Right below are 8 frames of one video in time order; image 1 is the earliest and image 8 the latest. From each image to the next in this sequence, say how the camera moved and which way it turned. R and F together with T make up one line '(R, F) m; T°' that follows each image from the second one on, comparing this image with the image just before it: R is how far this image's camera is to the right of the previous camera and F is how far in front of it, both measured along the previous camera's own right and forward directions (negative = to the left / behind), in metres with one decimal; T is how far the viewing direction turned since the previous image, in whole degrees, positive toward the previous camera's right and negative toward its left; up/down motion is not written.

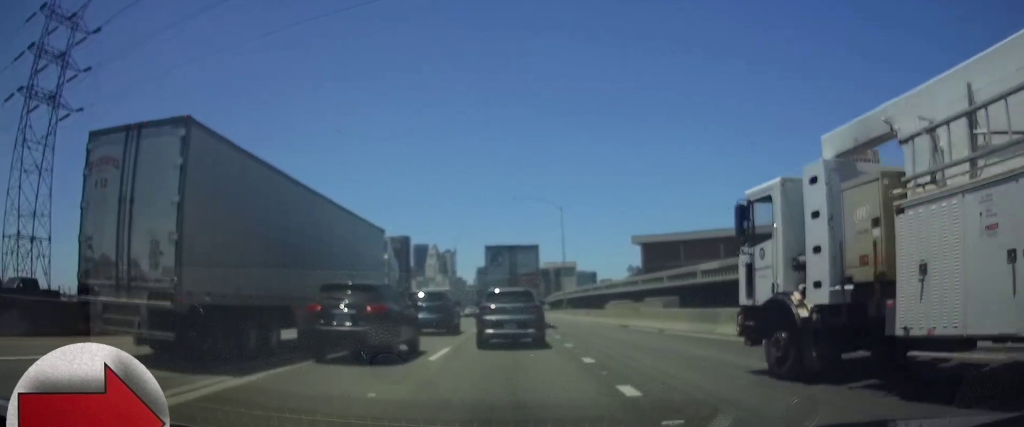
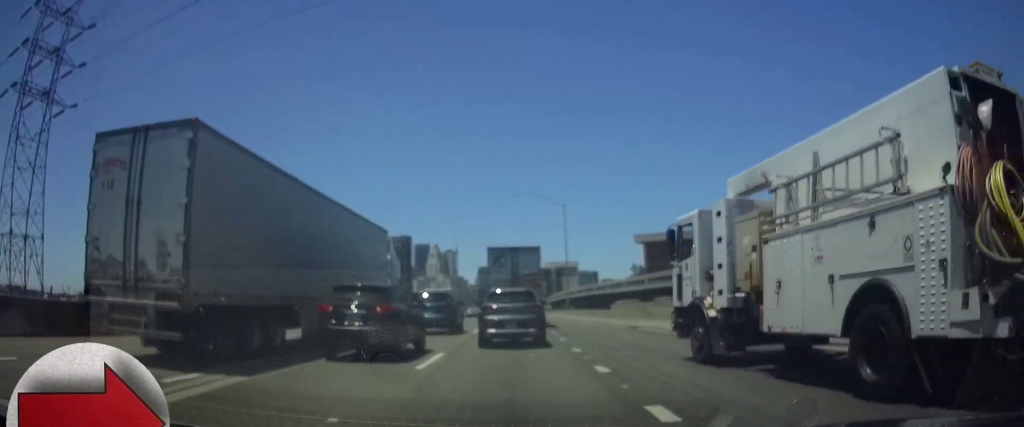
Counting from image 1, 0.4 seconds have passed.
(+0.1, +2.0) m; 0°
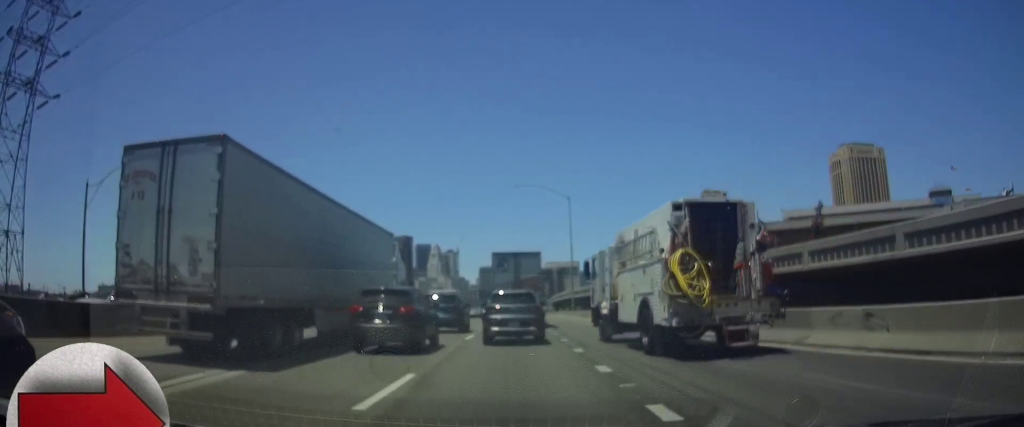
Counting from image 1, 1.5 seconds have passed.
(0.0, +5.2) m; -1°
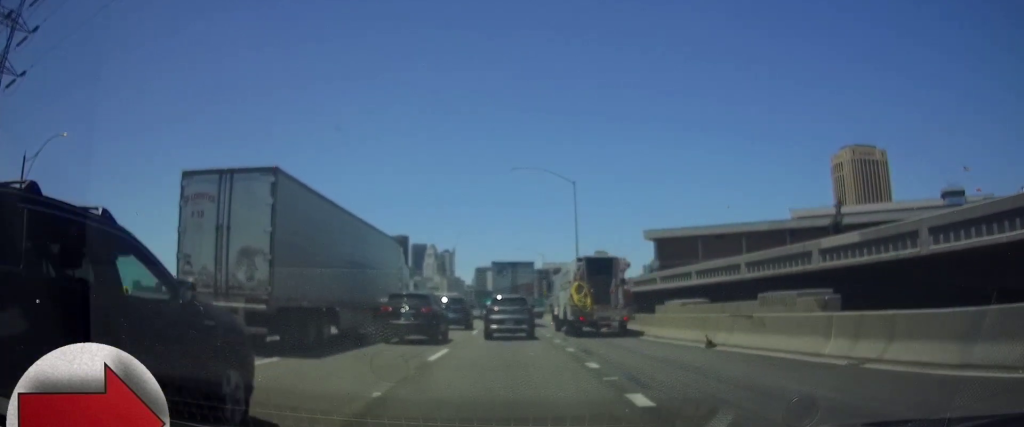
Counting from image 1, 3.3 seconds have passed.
(+0.3, +8.6) m; +5°
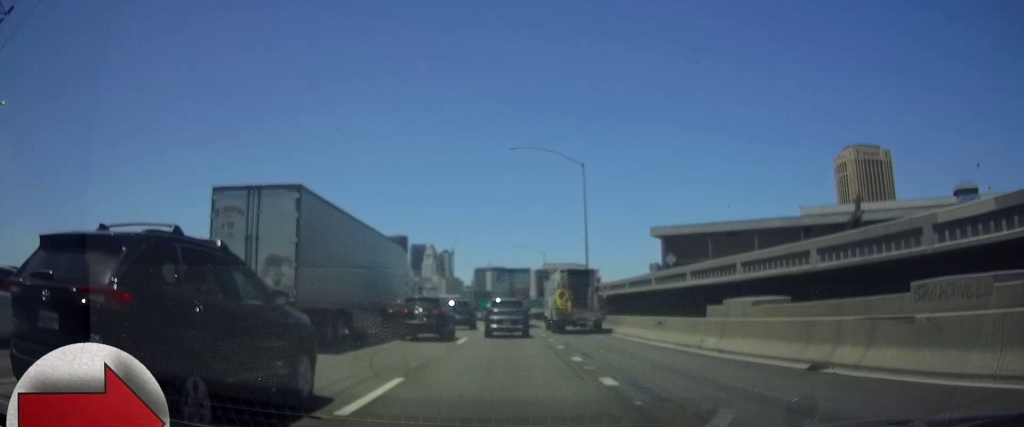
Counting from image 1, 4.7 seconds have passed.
(-0.1, +6.9) m; -2°
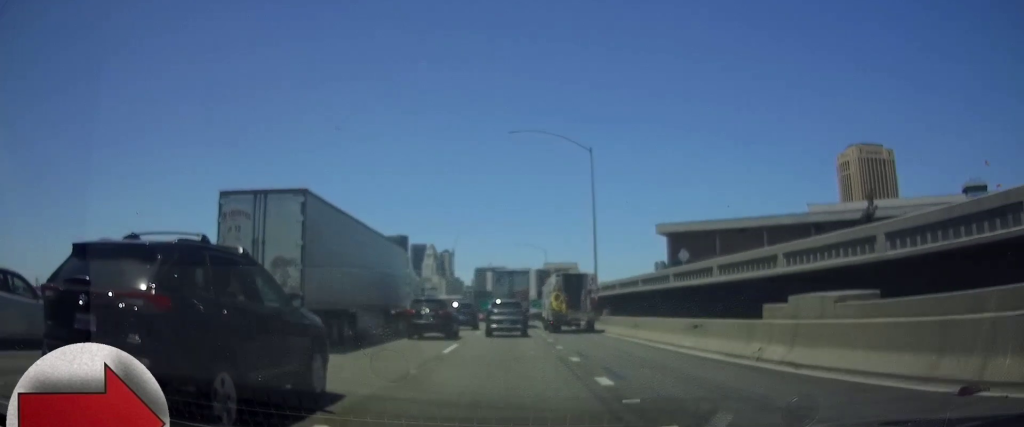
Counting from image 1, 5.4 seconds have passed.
(0.0, +4.2) m; 0°
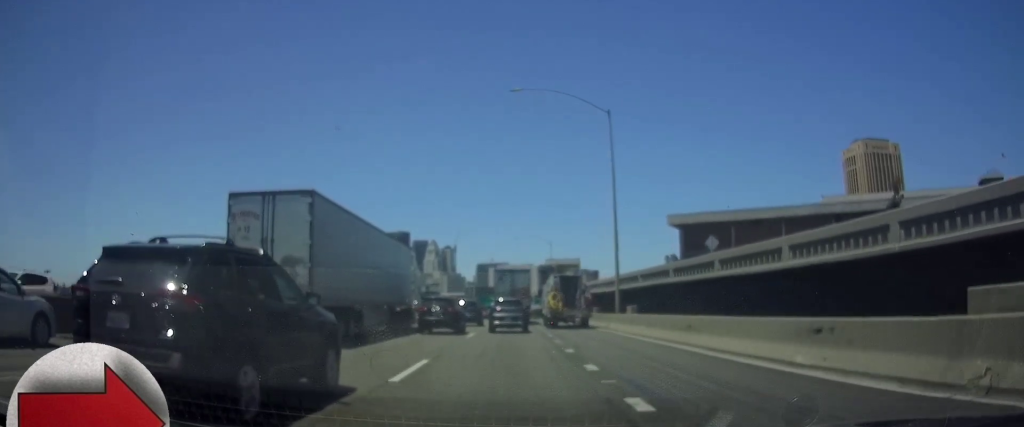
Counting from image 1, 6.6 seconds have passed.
(+0.1, +7.4) m; 0°
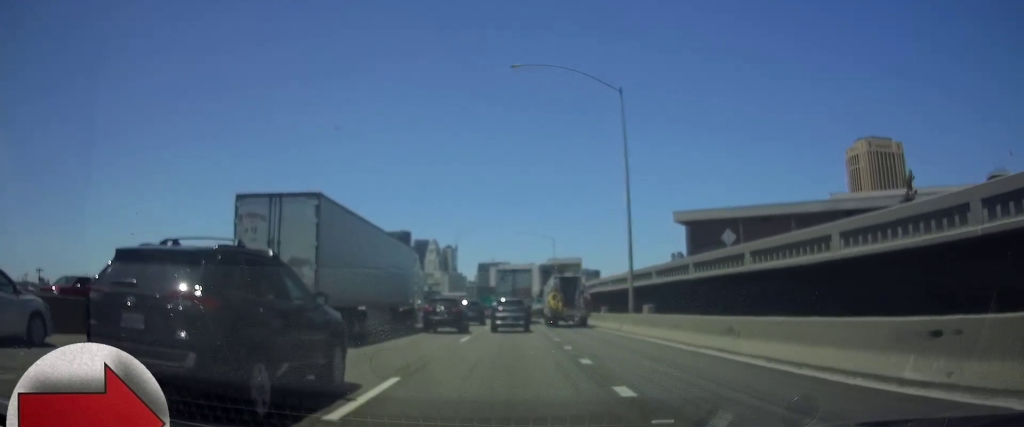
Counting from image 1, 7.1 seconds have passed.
(0.0, +3.5) m; 0°
